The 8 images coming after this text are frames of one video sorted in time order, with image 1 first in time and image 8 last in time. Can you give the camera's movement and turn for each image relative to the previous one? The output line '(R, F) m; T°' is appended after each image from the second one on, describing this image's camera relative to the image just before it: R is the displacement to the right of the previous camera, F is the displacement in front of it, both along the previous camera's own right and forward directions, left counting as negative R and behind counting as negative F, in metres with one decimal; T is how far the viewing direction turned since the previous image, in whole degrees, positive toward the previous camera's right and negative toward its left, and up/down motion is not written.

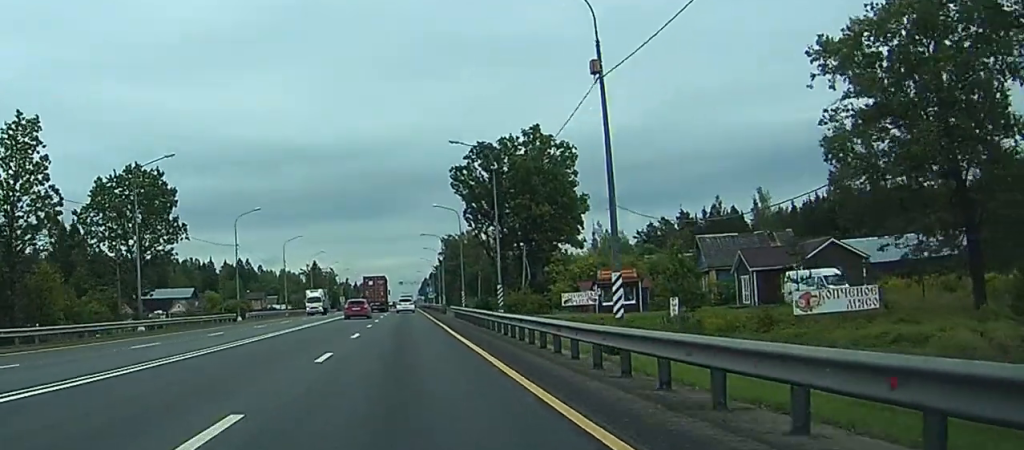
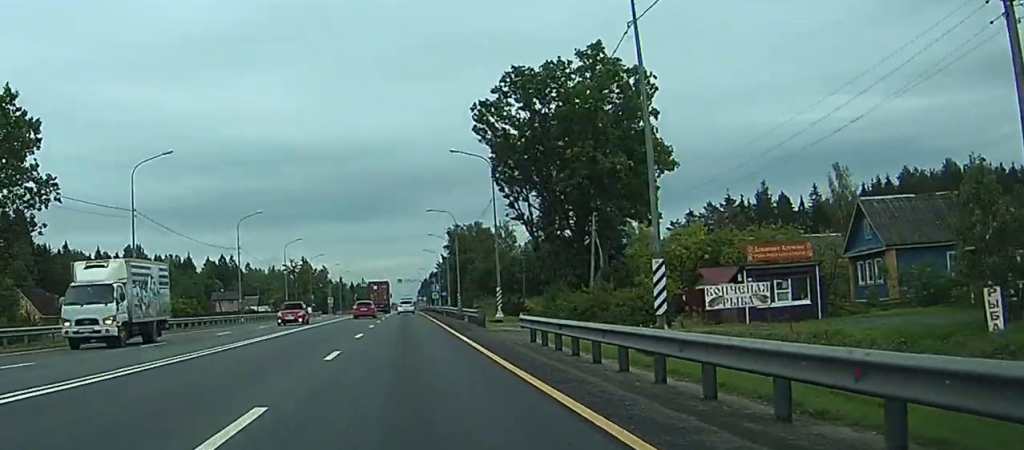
(+0.3, +34.5) m; +1°
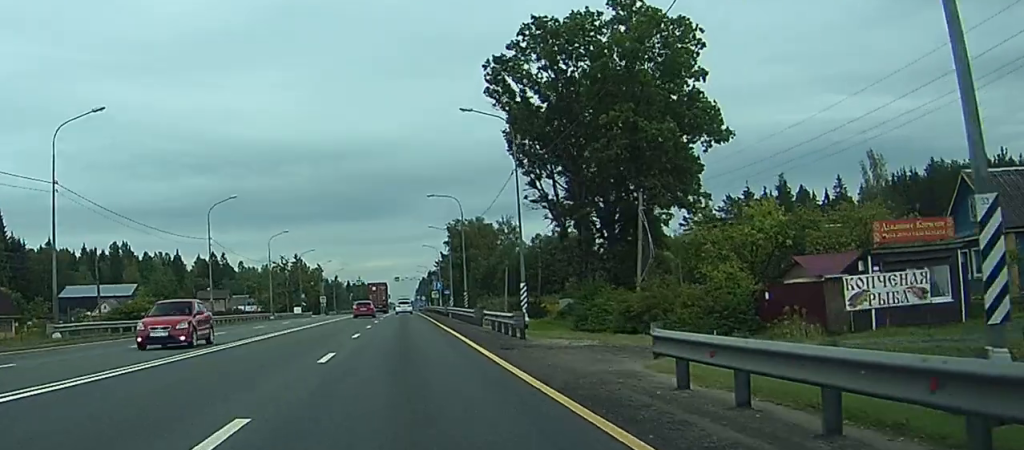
(0.0, +12.7) m; 0°
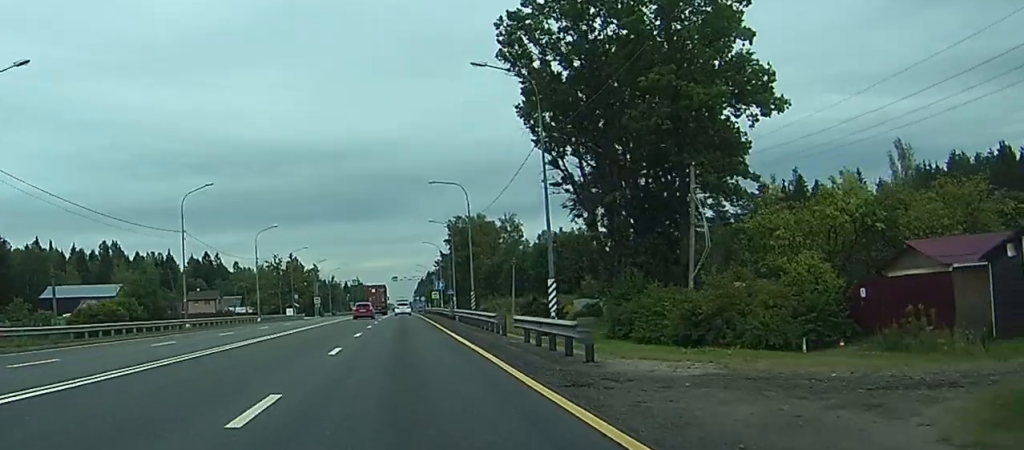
(0.0, +9.1) m; 0°
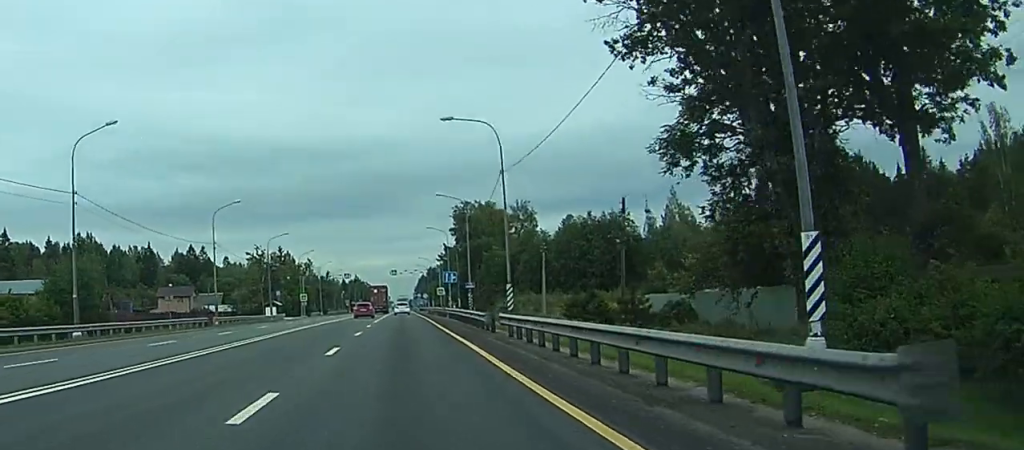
(0.0, +23.6) m; 0°
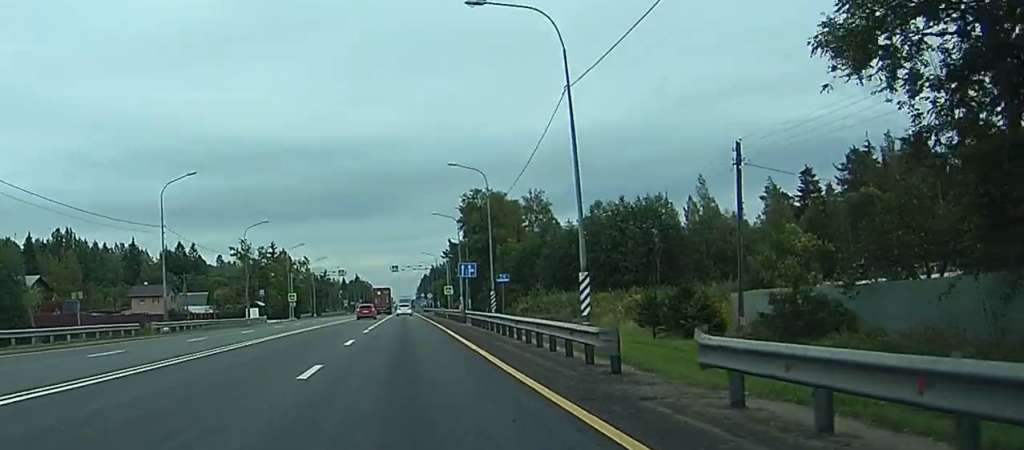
(-0.1, +18.2) m; -1°
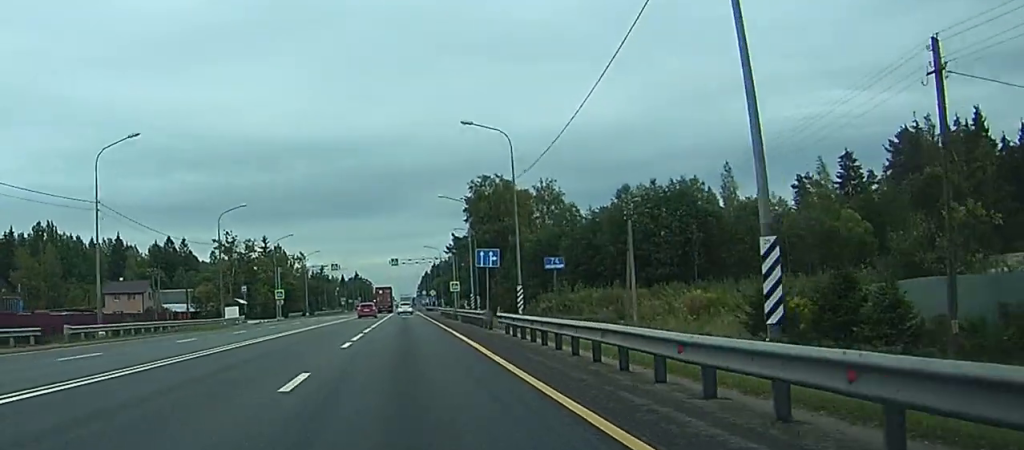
(-0.1, +14.0) m; -1°
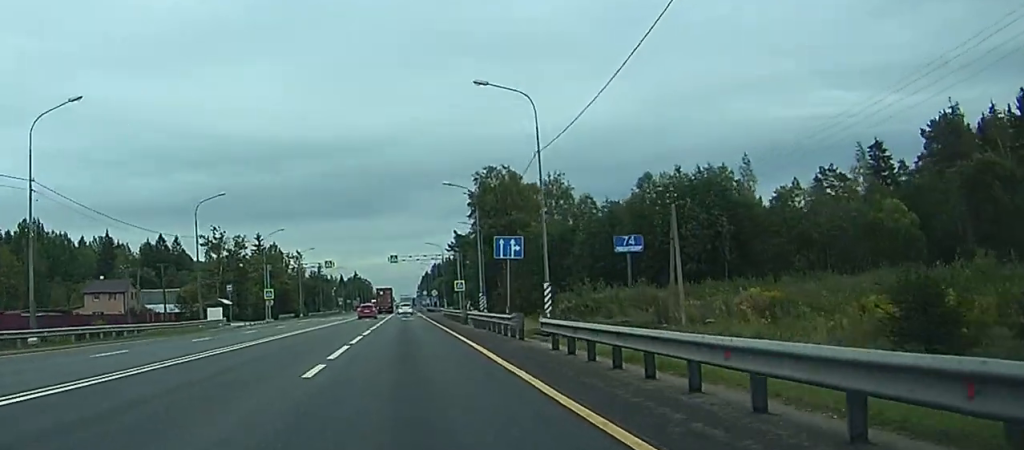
(0.0, +9.1) m; 0°
